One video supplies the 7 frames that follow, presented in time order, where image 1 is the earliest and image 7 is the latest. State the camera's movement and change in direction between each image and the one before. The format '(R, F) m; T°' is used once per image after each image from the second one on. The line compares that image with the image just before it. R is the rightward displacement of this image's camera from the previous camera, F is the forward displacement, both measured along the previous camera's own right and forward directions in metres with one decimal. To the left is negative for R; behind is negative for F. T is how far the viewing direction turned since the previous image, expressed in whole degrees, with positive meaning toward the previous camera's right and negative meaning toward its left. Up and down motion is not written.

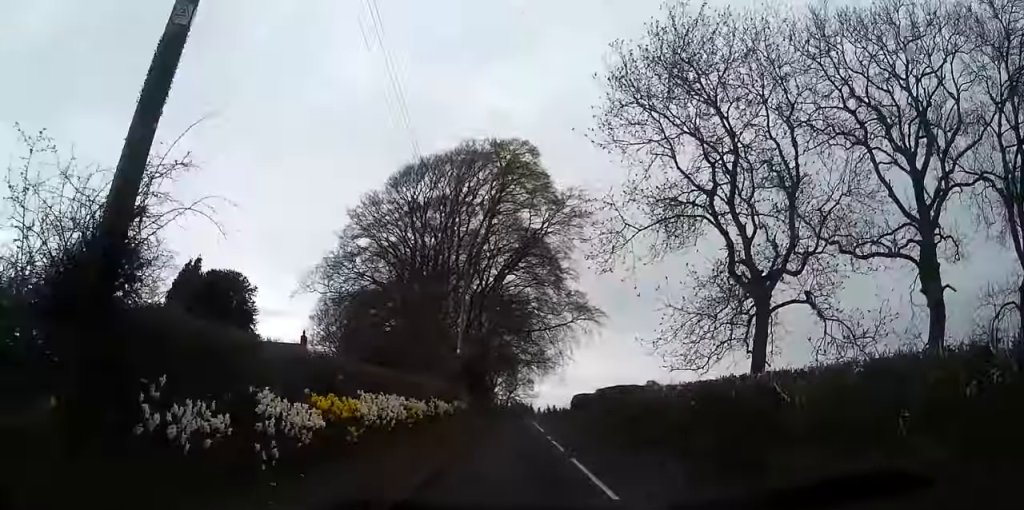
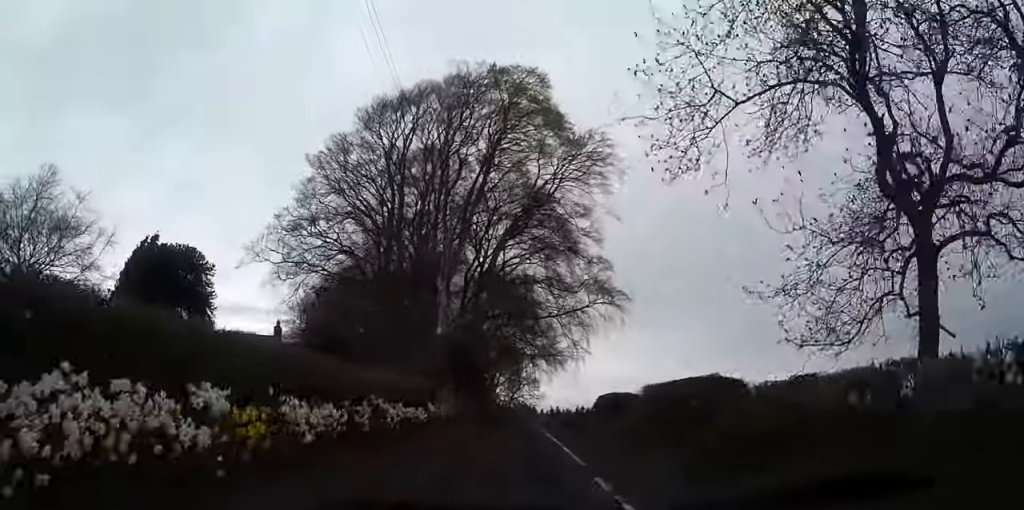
(+0.1, +12.8) m; +1°
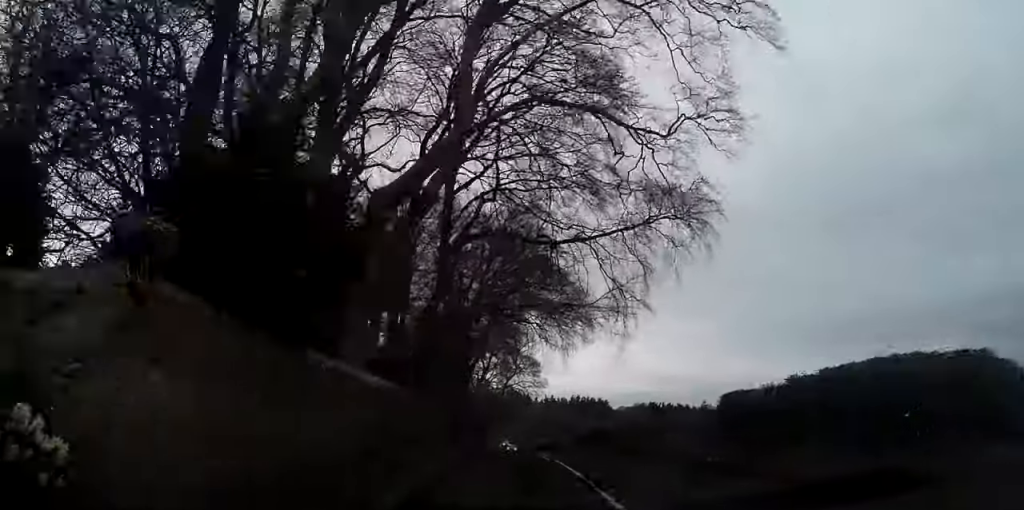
(0.0, +27.9) m; 0°
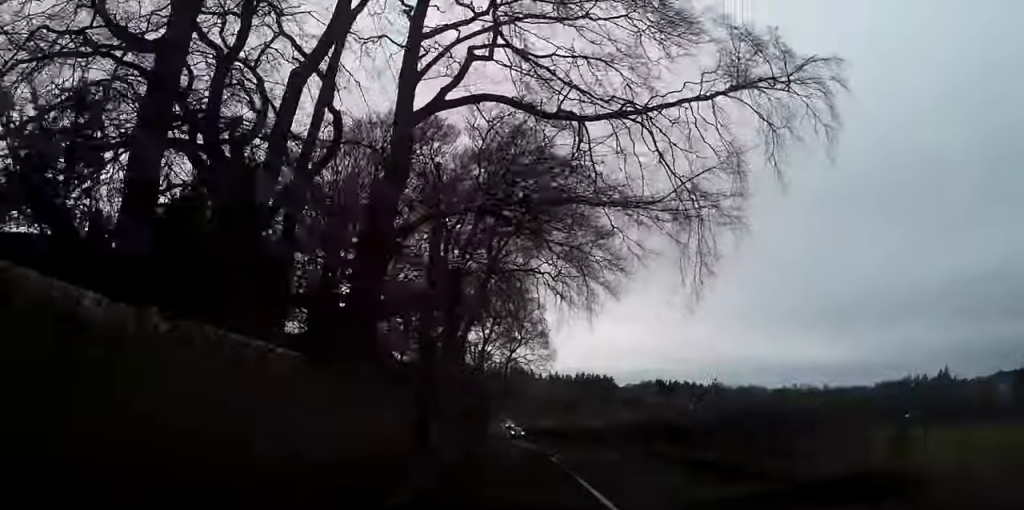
(0.0, +13.7) m; 0°
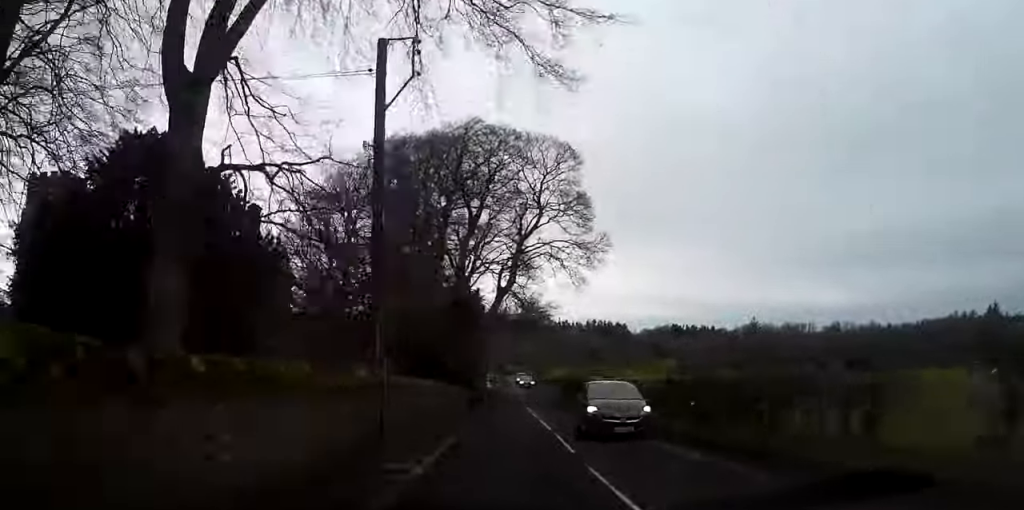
(-0.2, +46.1) m; -1°
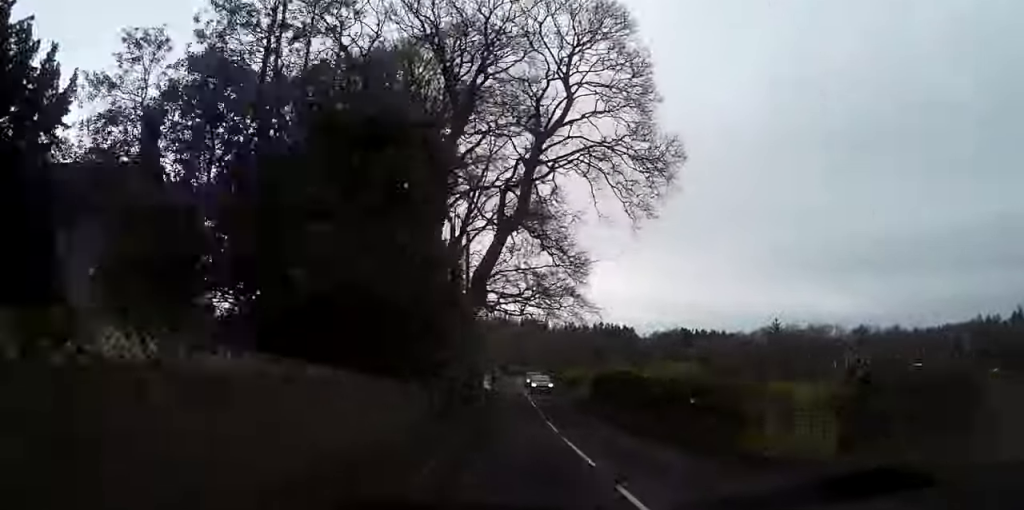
(-0.1, +20.2) m; 0°
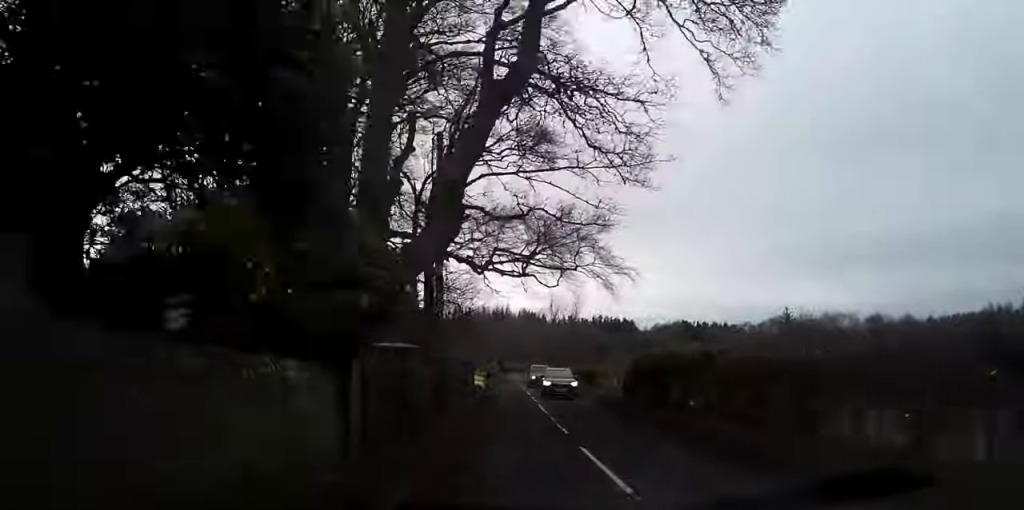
(0.0, +12.9) m; +1°
